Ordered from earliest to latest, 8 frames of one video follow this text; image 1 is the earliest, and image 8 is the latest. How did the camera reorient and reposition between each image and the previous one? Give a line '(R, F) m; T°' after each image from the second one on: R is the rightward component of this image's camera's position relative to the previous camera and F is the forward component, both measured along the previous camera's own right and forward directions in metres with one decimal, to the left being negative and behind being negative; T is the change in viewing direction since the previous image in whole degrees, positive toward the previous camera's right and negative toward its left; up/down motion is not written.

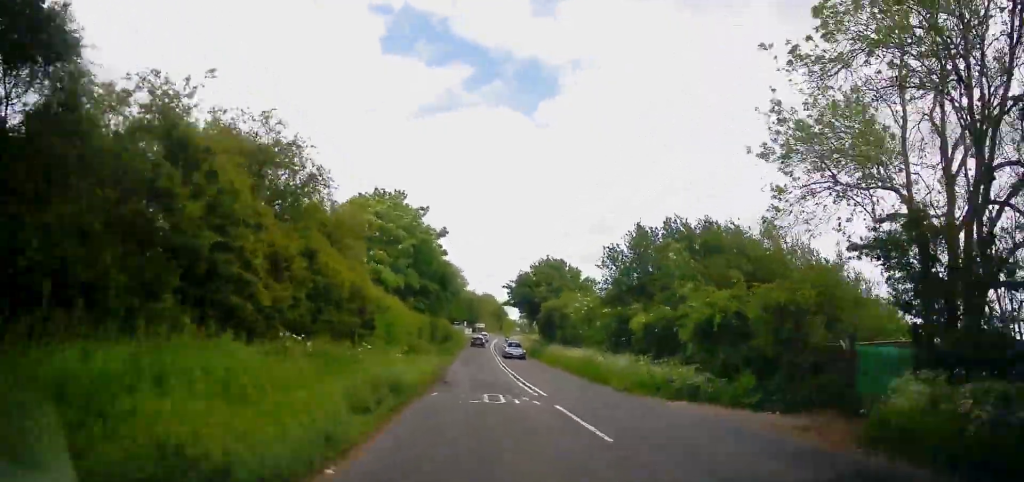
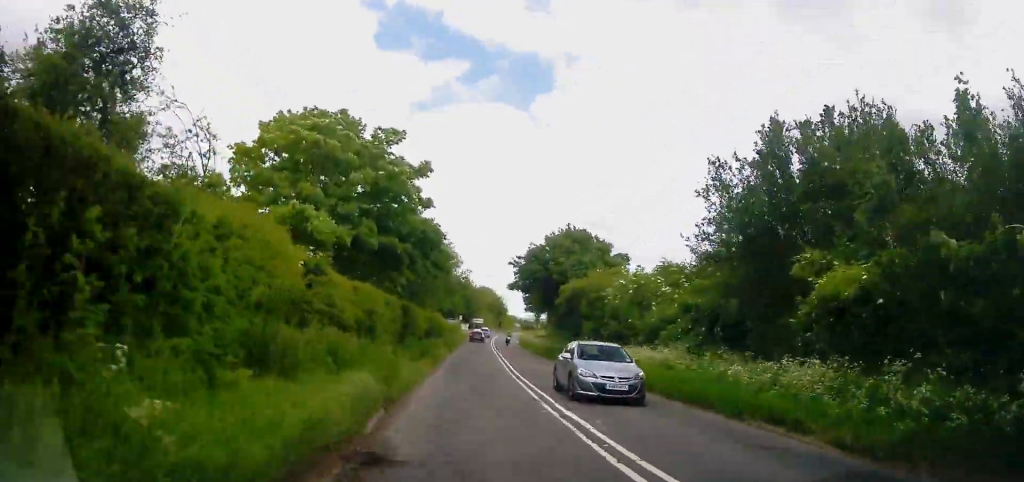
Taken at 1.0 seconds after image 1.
(+0.1, +14.8) m; -1°
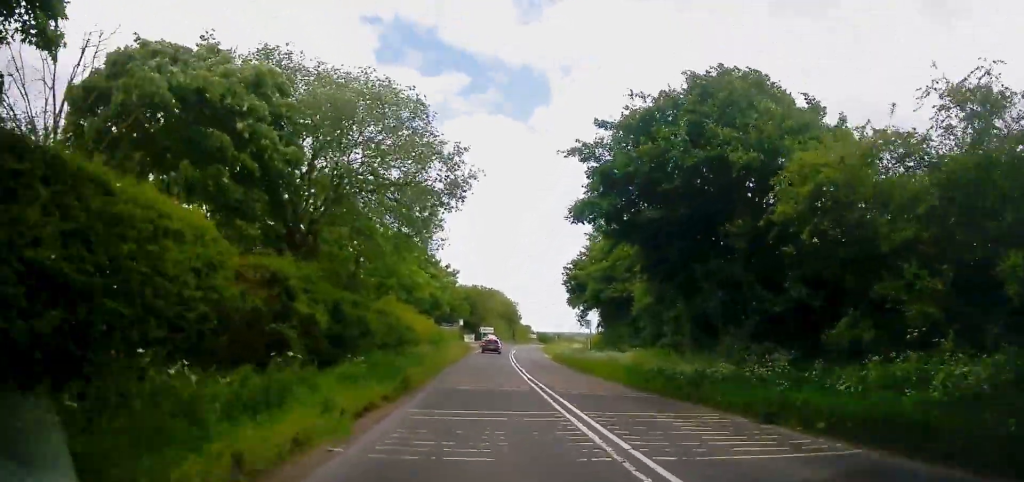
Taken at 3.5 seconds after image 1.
(-0.4, +30.4) m; +1°
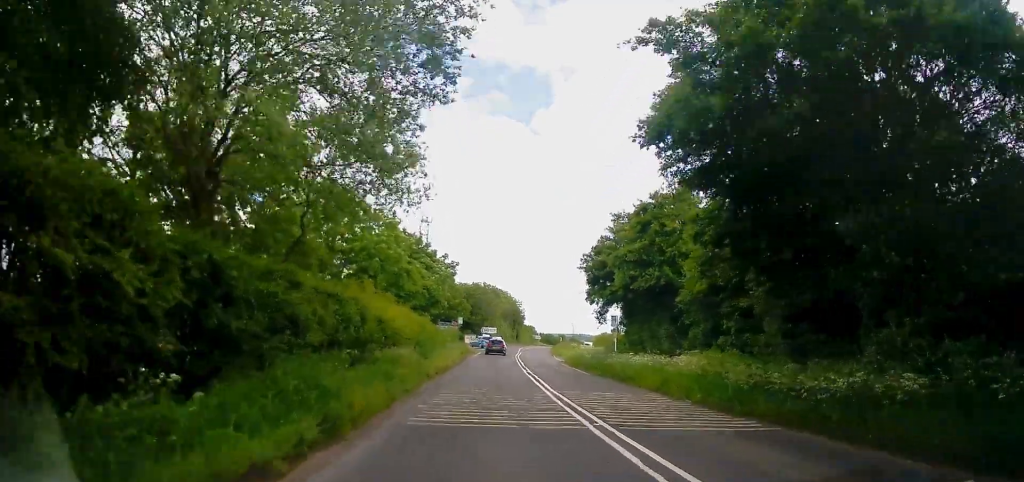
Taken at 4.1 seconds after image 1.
(0.0, +7.3) m; 0°
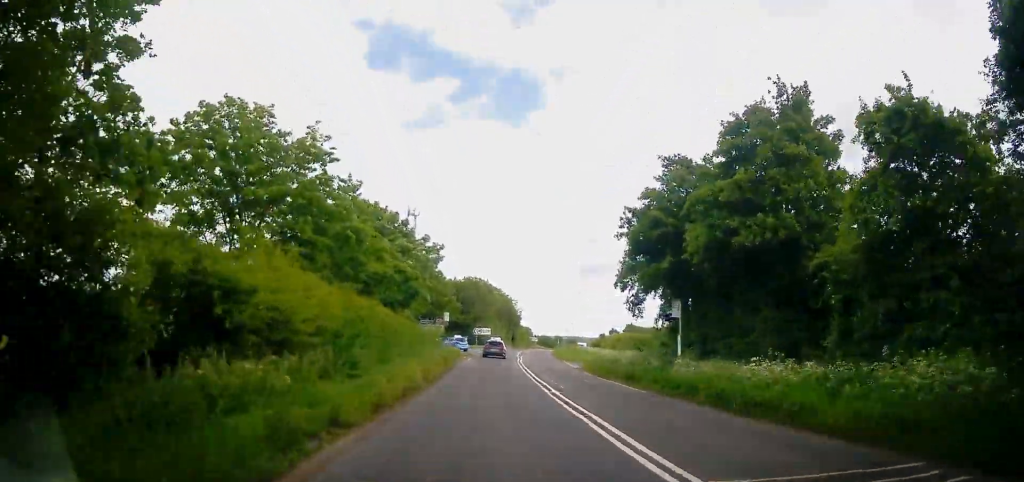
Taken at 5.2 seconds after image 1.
(0.0, +11.6) m; 0°
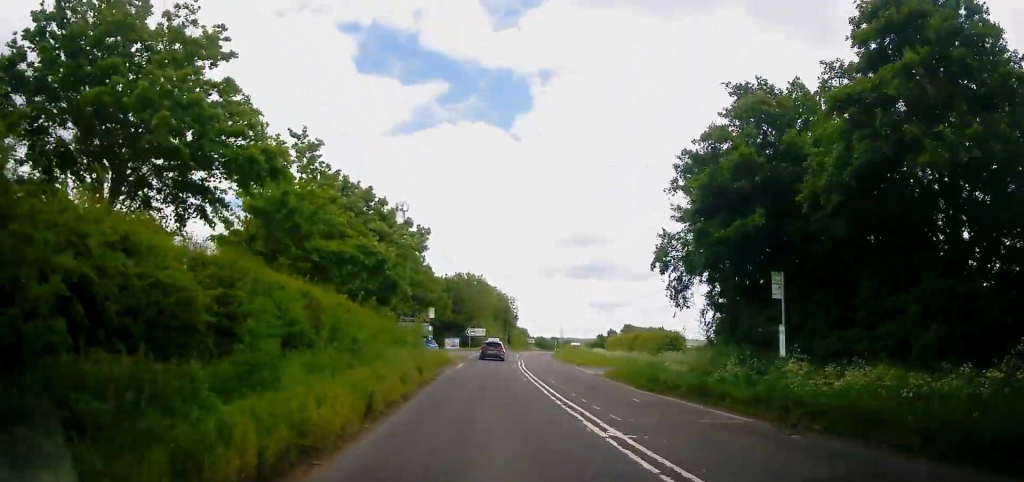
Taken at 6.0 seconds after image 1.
(0.0, +8.1) m; 0°
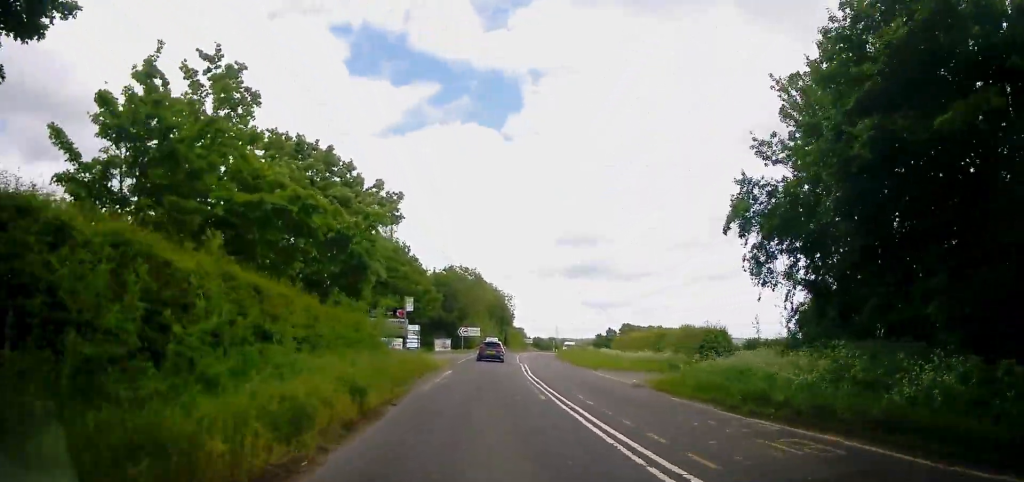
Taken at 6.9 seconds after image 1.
(0.0, +8.1) m; 0°
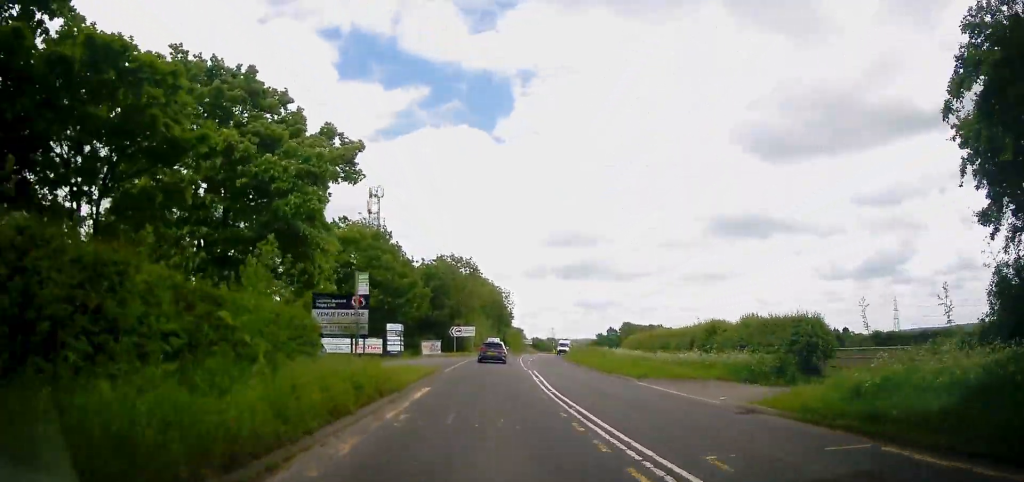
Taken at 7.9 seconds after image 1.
(-0.1, +9.5) m; 0°
